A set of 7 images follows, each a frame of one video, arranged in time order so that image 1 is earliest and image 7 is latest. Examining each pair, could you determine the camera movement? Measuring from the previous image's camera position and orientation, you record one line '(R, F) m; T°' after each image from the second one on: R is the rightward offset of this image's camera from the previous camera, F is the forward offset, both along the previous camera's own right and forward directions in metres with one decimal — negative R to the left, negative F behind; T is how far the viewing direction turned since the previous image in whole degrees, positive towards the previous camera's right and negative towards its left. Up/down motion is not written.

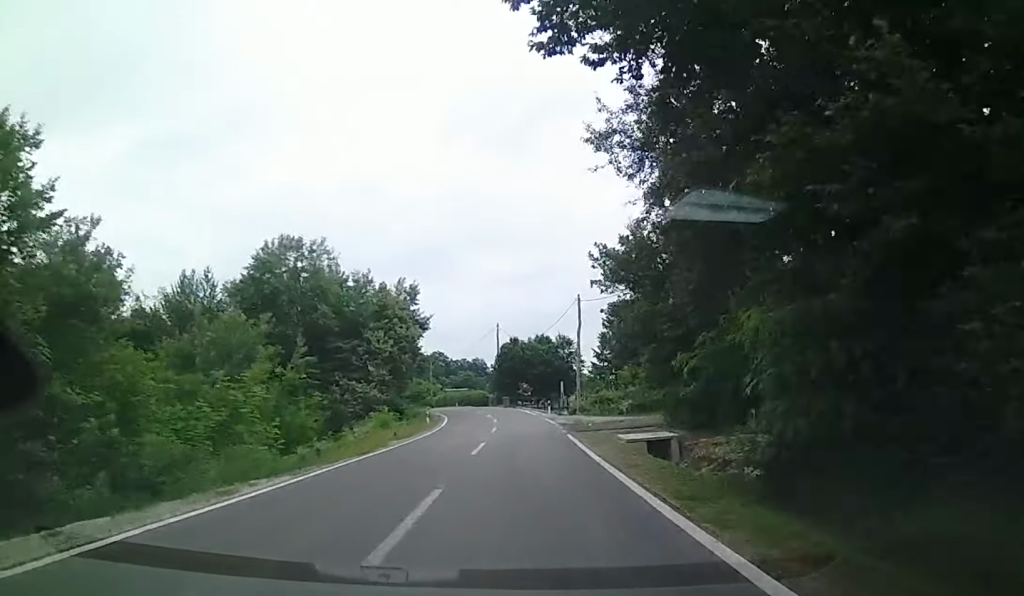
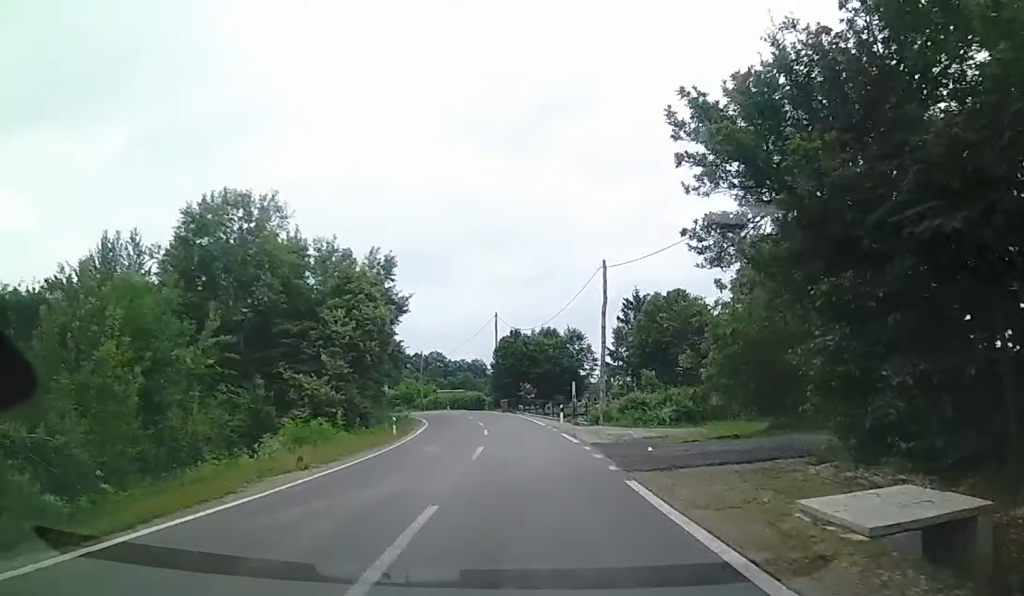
(0.0, +12.6) m; -1°
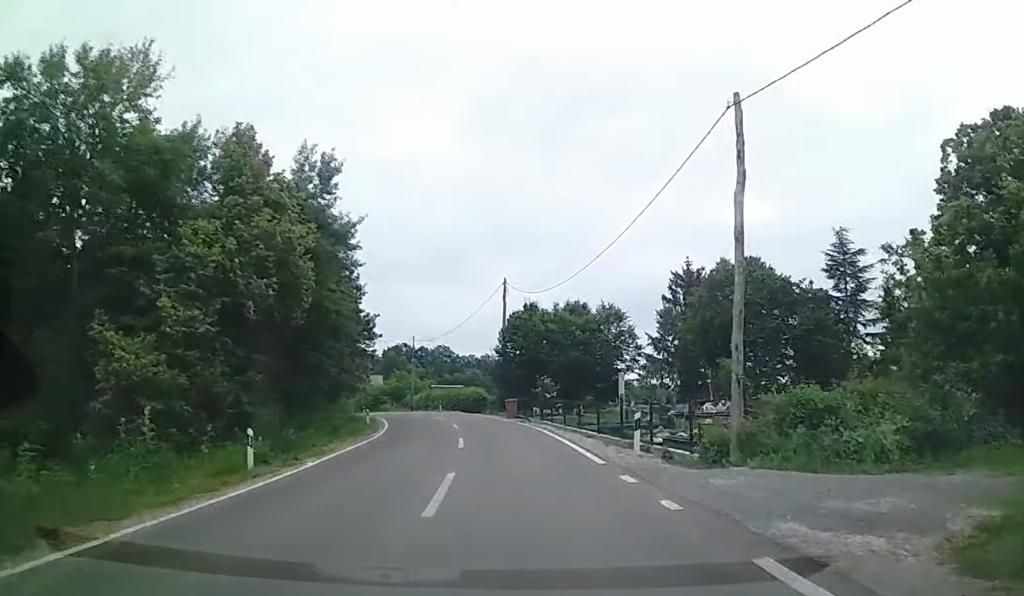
(-0.5, +19.4) m; -2°
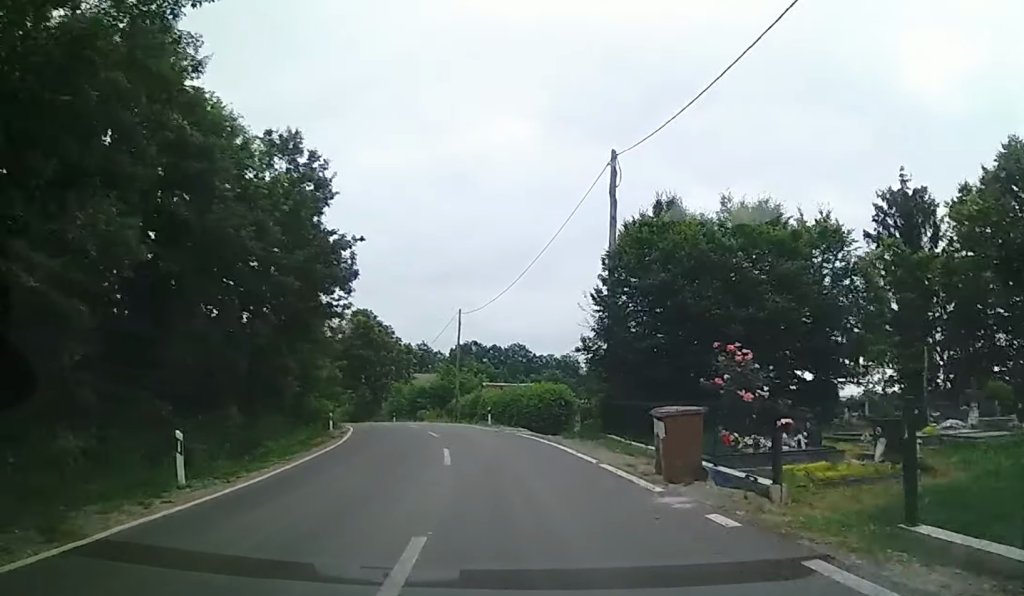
(-3.4, +27.3) m; -12°
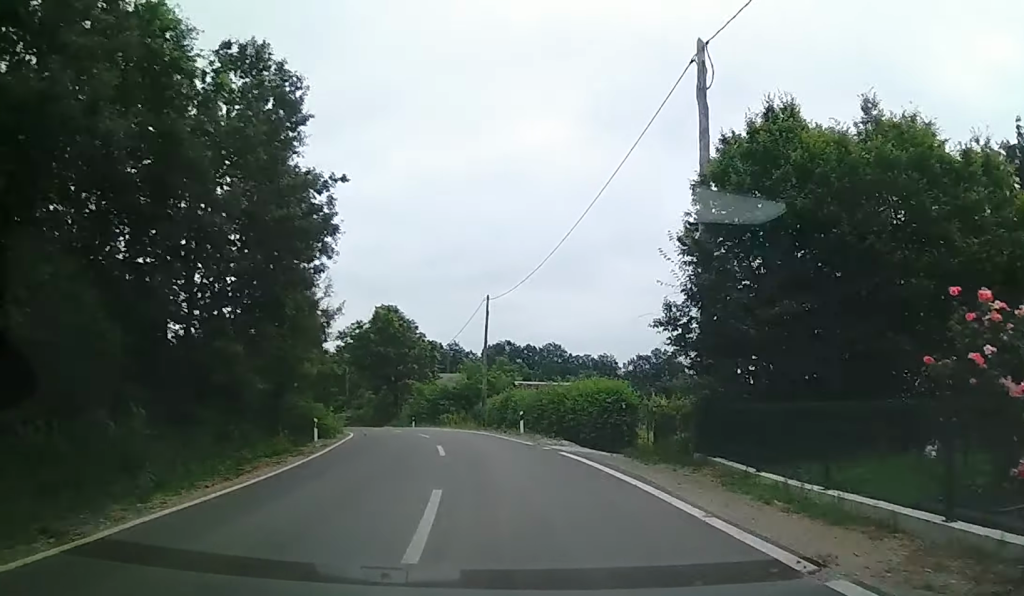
(+0.1, +8.4) m; -1°
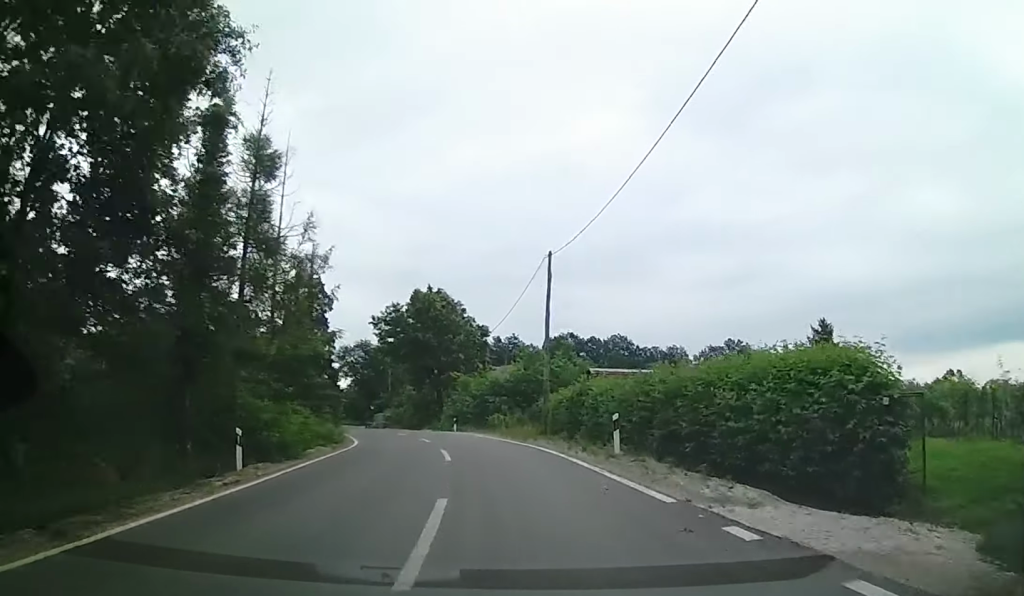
(+0.1, +13.4) m; -3°
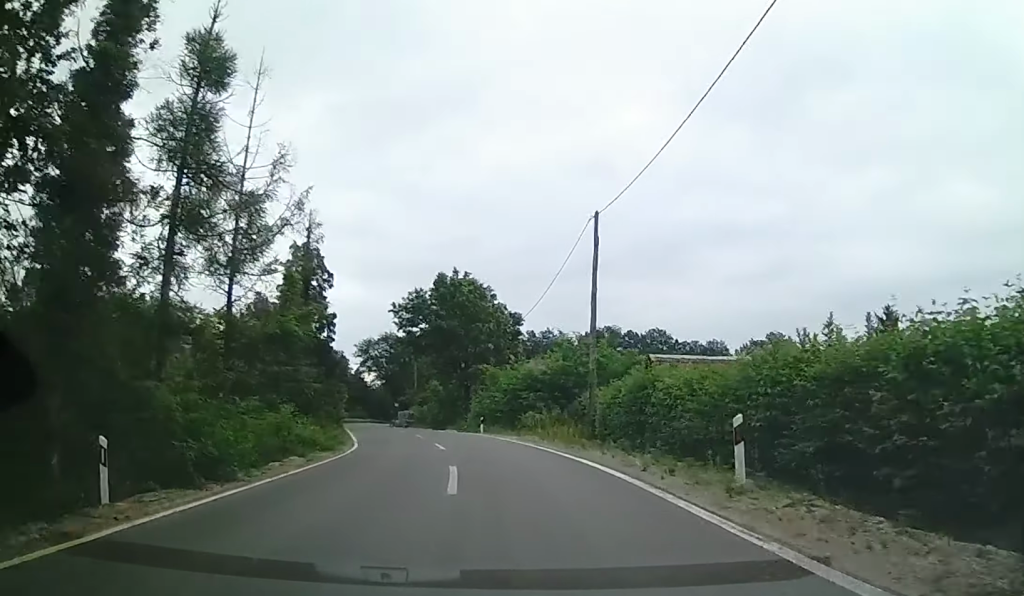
(-0.2, +6.9) m; -4°
